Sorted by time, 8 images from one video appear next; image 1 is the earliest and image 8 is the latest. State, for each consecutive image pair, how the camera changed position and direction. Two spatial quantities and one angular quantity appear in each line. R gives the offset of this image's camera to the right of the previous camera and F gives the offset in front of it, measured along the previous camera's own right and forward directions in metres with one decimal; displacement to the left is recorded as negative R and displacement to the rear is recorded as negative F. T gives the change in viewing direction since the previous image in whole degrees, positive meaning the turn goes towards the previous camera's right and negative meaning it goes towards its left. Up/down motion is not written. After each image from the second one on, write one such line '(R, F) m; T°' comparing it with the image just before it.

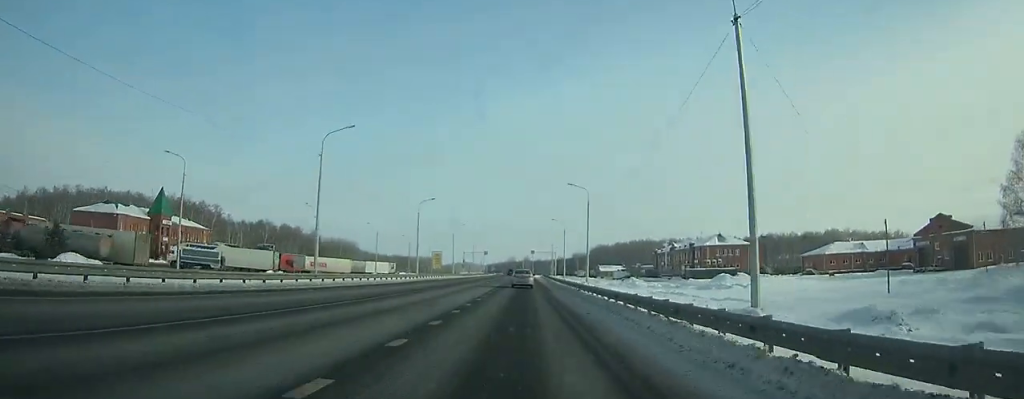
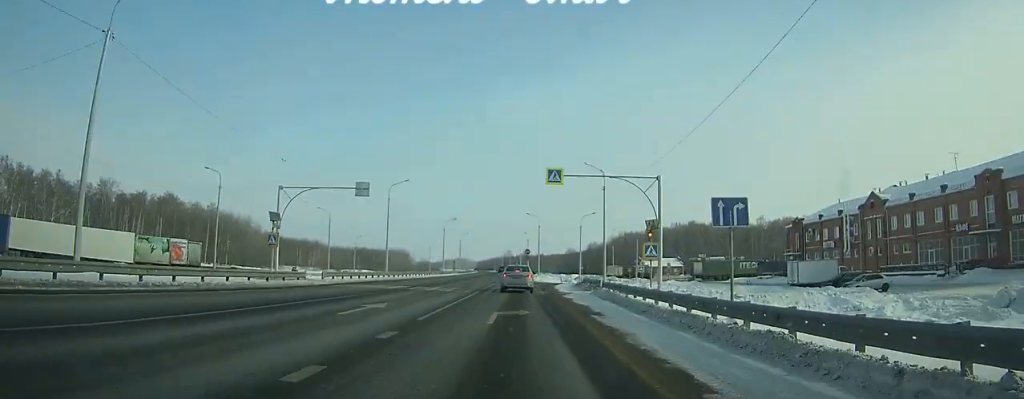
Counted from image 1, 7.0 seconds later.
(0.0, +92.2) m; +1°
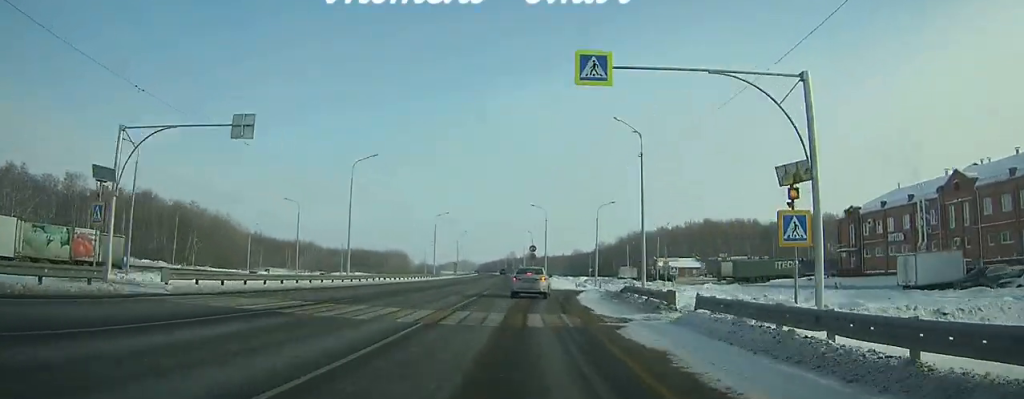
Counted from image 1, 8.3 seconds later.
(-0.2, +14.4) m; +2°
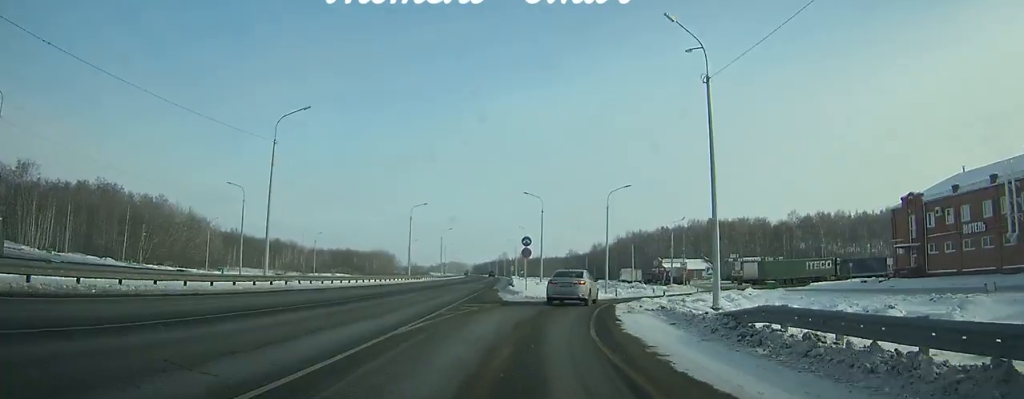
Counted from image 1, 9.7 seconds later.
(-0.3, +15.2) m; +3°
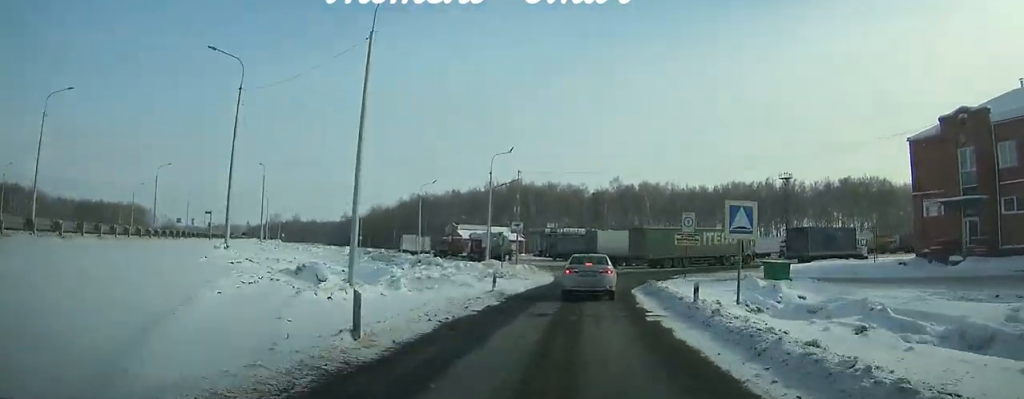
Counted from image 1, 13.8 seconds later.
(+5.5, +35.3) m; +19°
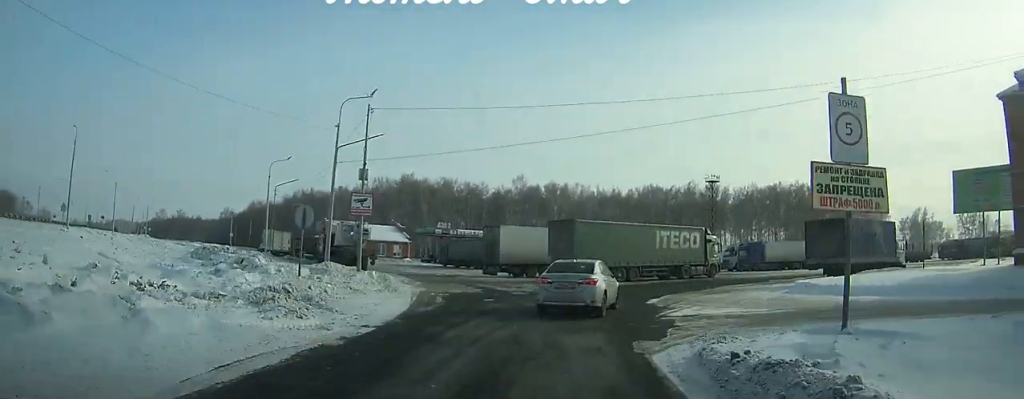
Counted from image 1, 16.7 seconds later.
(+3.0, +20.5) m; +18°
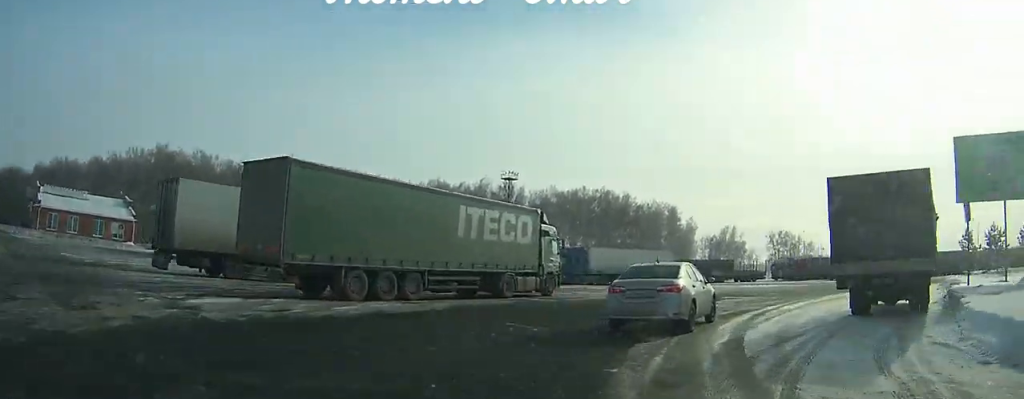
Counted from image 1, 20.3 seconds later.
(+4.5, +21.3) m; +26°
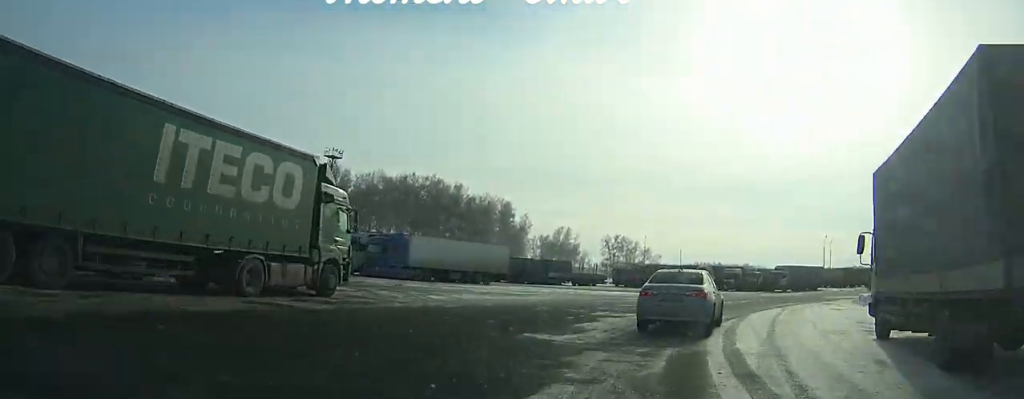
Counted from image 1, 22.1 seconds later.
(+1.0, +10.2) m; +13°
